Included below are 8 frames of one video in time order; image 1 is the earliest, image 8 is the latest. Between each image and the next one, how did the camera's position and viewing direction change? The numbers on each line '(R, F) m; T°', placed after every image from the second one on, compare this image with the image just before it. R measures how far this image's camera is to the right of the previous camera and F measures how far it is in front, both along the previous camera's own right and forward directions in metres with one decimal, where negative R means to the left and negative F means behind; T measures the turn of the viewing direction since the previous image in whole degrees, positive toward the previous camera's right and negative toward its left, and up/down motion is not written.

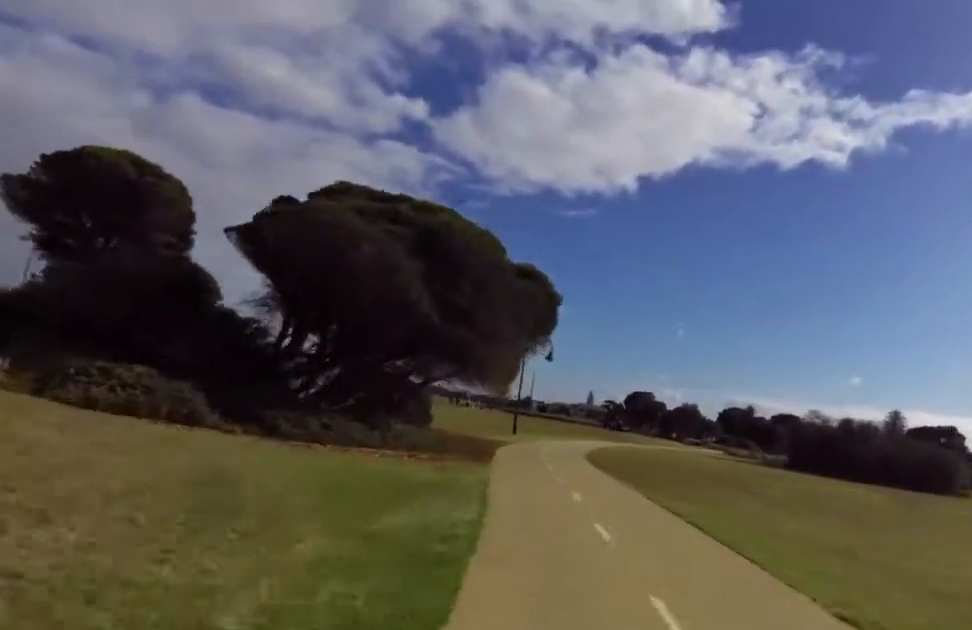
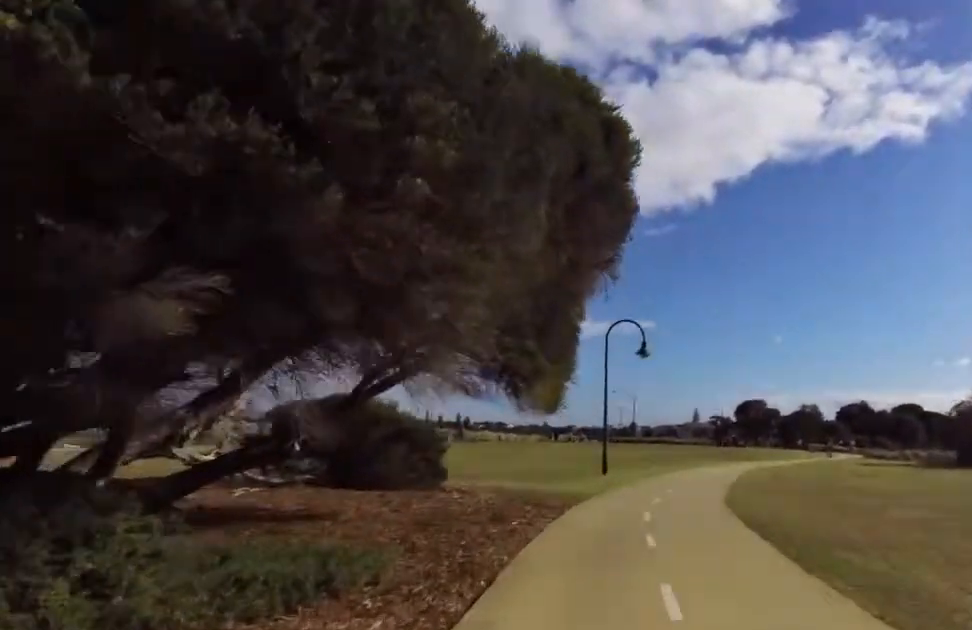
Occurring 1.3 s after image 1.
(+0.2, +11.4) m; -7°
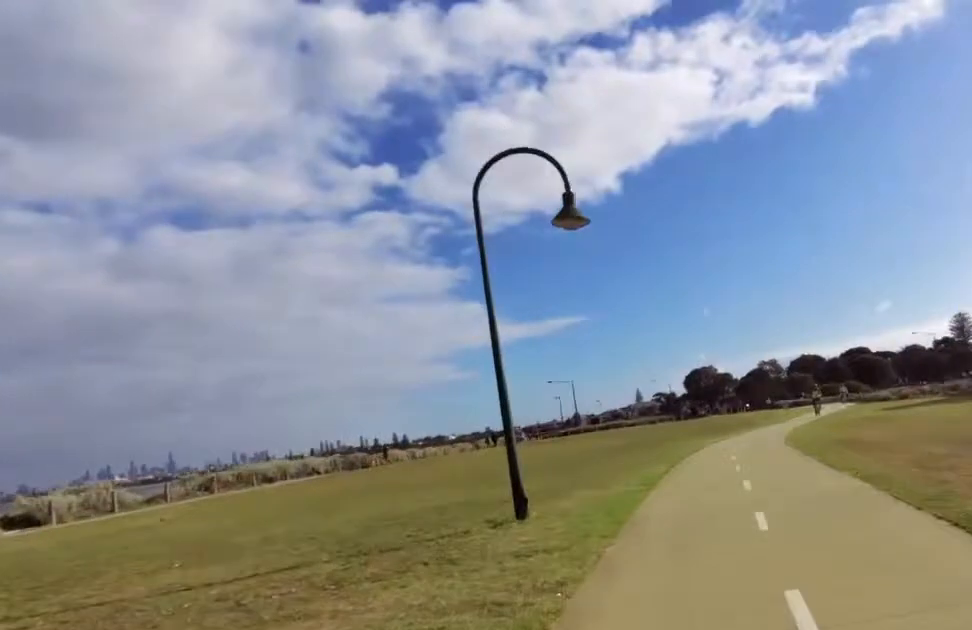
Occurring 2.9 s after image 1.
(-0.8, +13.9) m; 0°
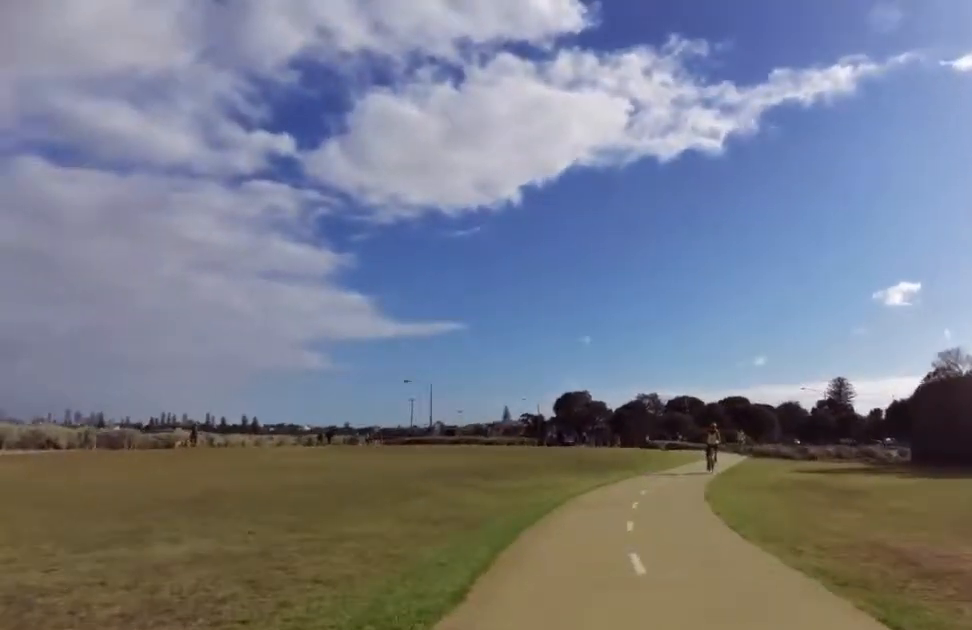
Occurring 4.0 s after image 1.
(+0.6, +9.0) m; +5°
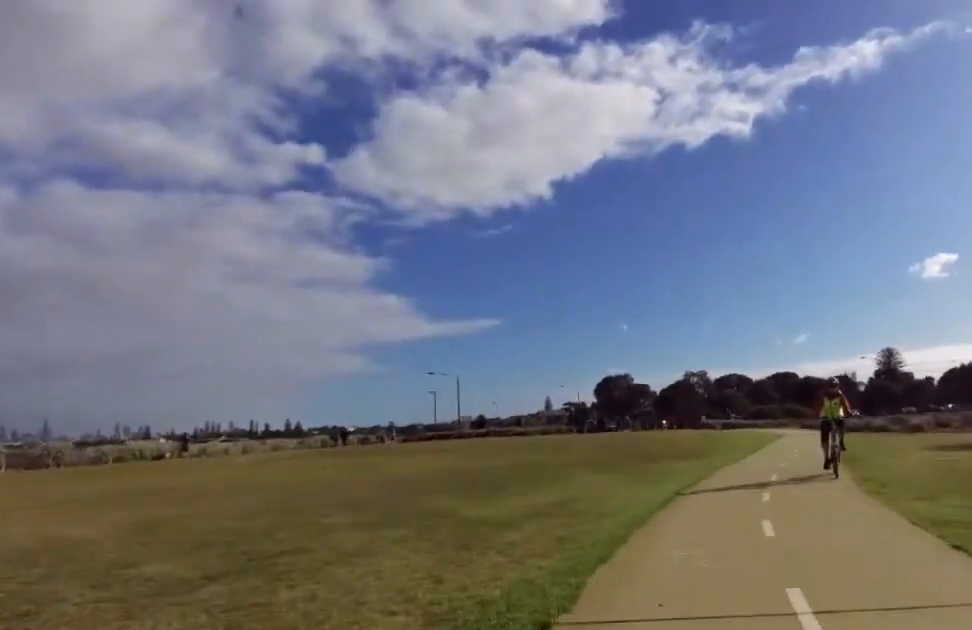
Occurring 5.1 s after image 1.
(+0.2, +8.9) m; +2°
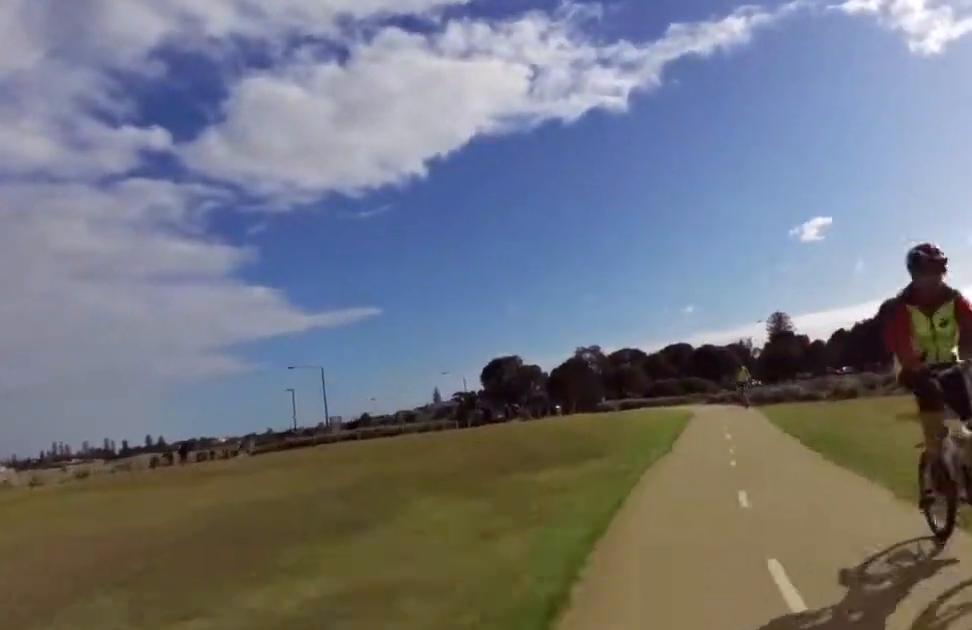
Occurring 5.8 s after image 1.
(-0.3, +5.6) m; +4°
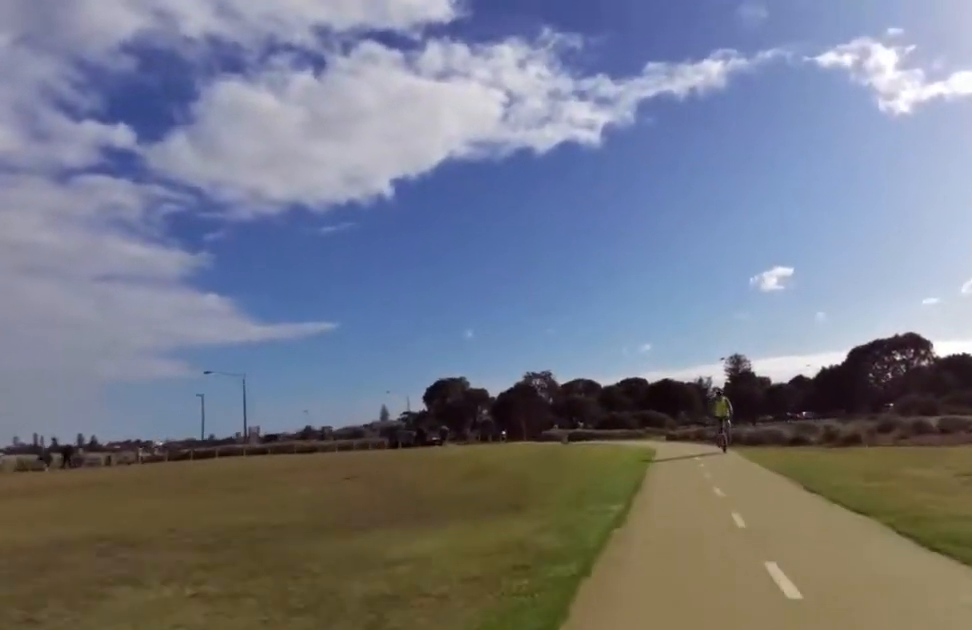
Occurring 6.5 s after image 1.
(+0.7, +5.6) m; +5°
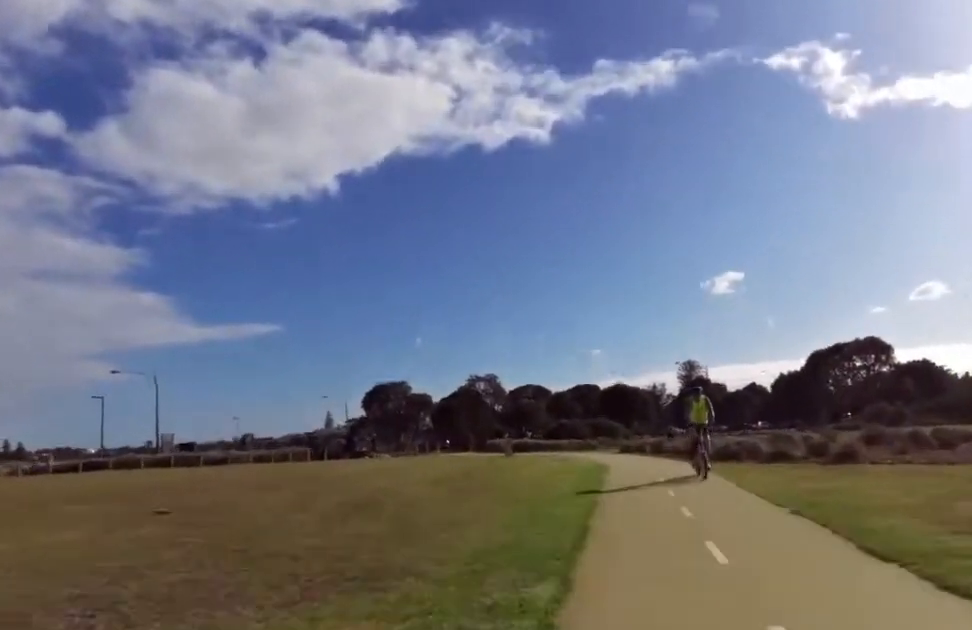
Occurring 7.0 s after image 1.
(+0.1, +4.2) m; +2°
